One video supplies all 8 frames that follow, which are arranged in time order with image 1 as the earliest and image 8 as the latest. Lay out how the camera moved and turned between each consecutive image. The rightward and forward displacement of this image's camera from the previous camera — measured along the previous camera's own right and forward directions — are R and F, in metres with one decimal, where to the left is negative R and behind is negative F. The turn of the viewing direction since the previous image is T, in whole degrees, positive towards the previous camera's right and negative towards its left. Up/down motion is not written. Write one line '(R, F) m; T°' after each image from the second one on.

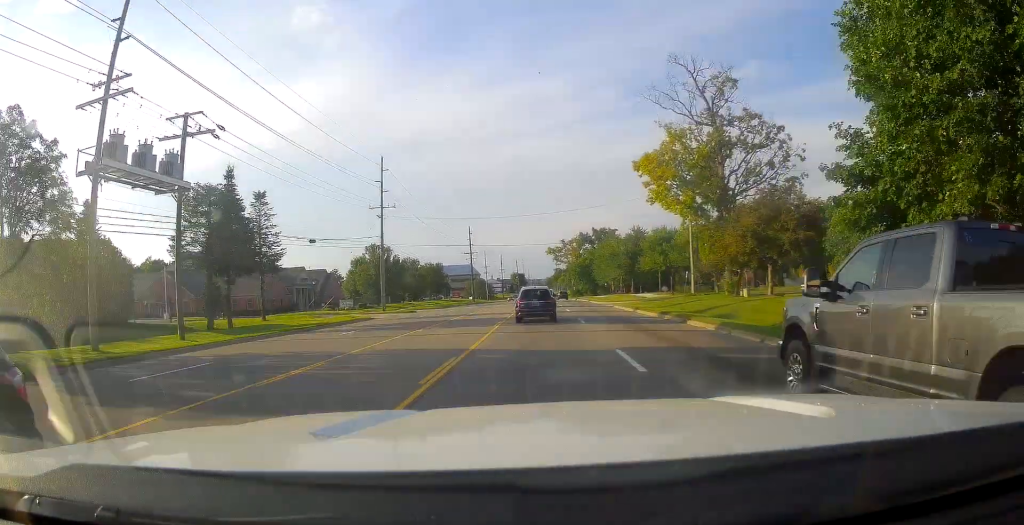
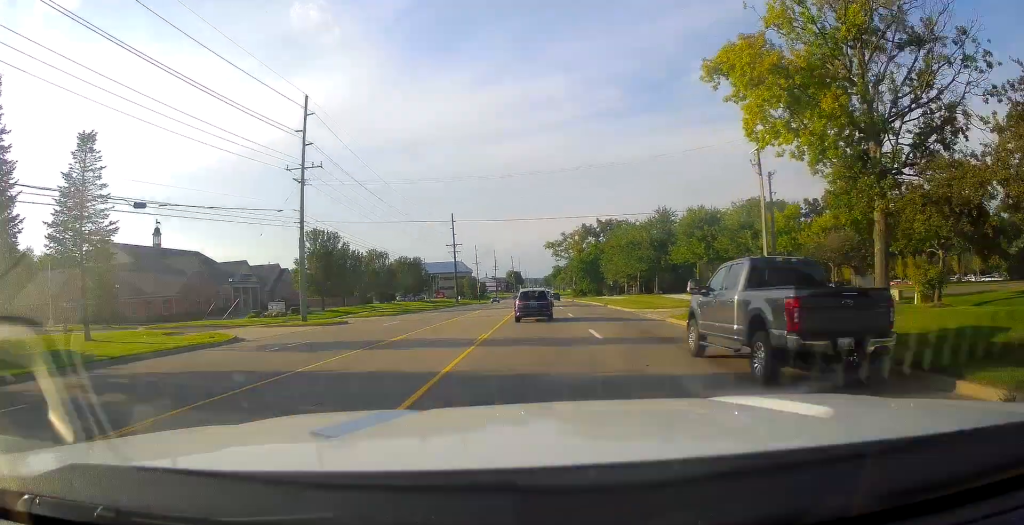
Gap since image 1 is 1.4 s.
(-0.1, +22.3) m; -2°
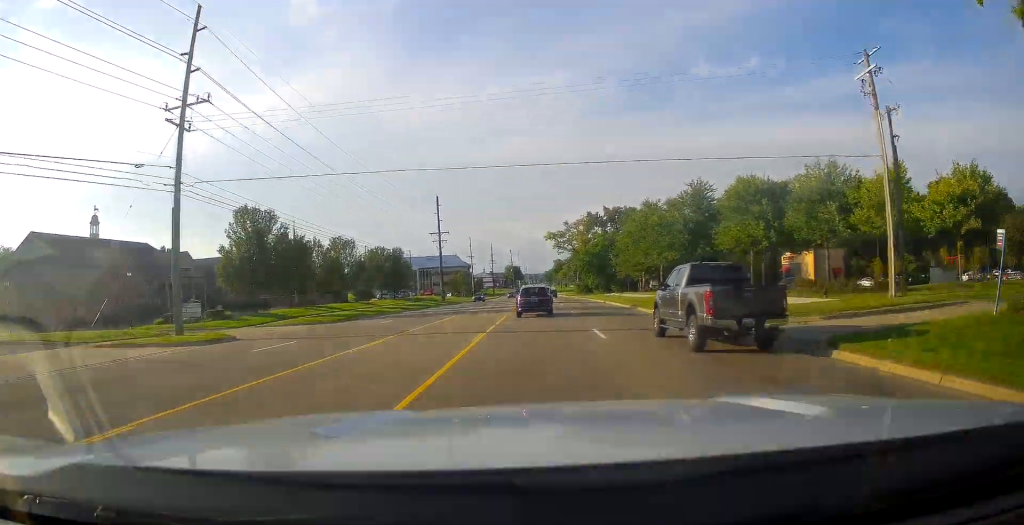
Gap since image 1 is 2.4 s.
(-0.2, +16.7) m; 0°
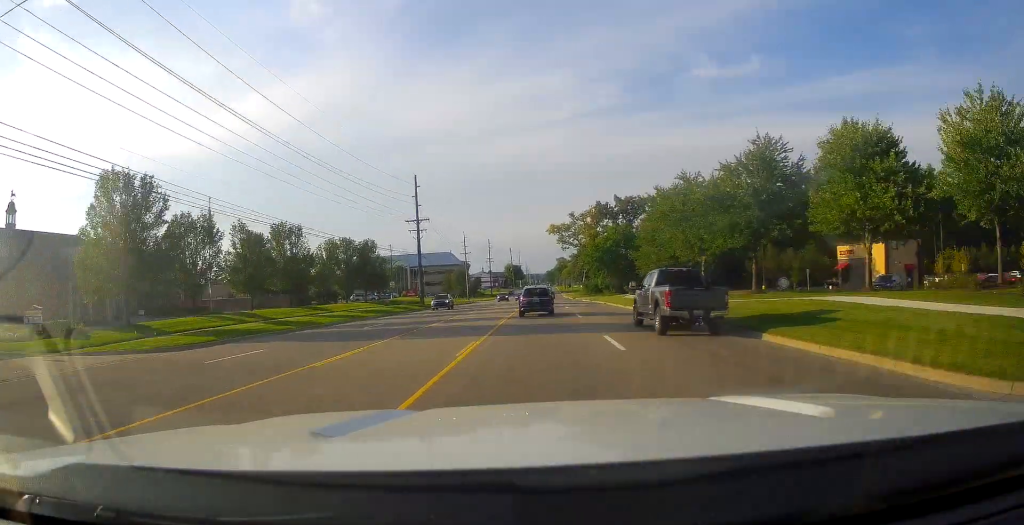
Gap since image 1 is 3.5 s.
(+0.1, +17.9) m; 0°
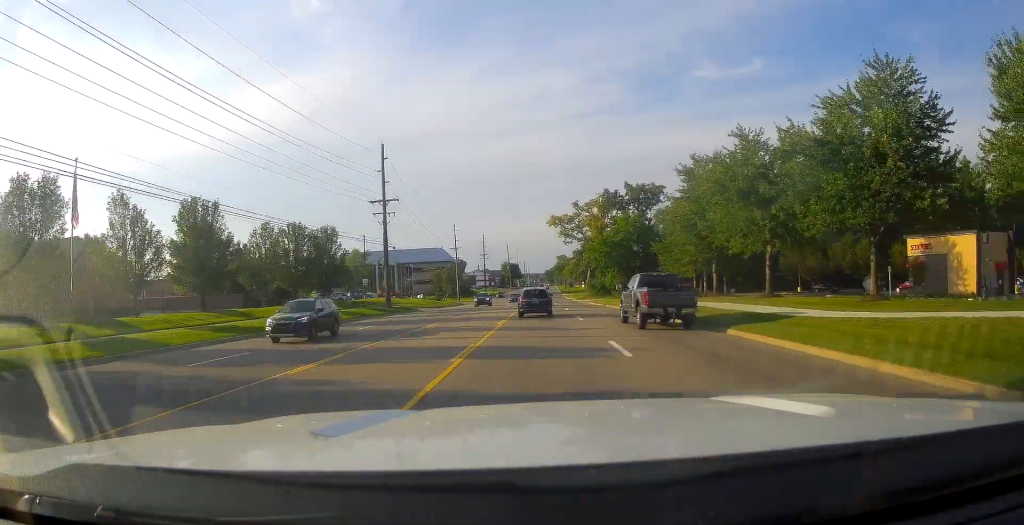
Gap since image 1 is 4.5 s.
(0.0, +16.1) m; +1°
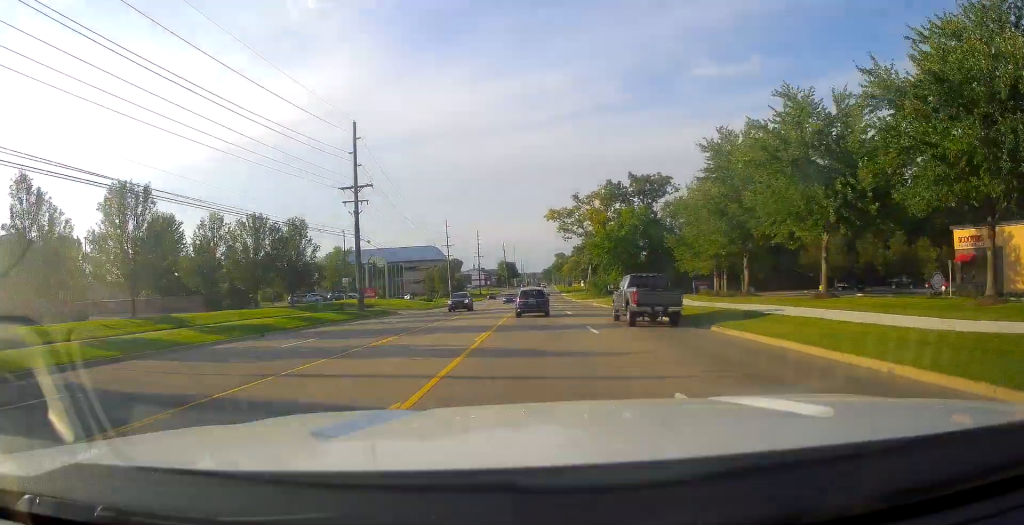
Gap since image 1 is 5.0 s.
(+0.3, +8.5) m; +1°
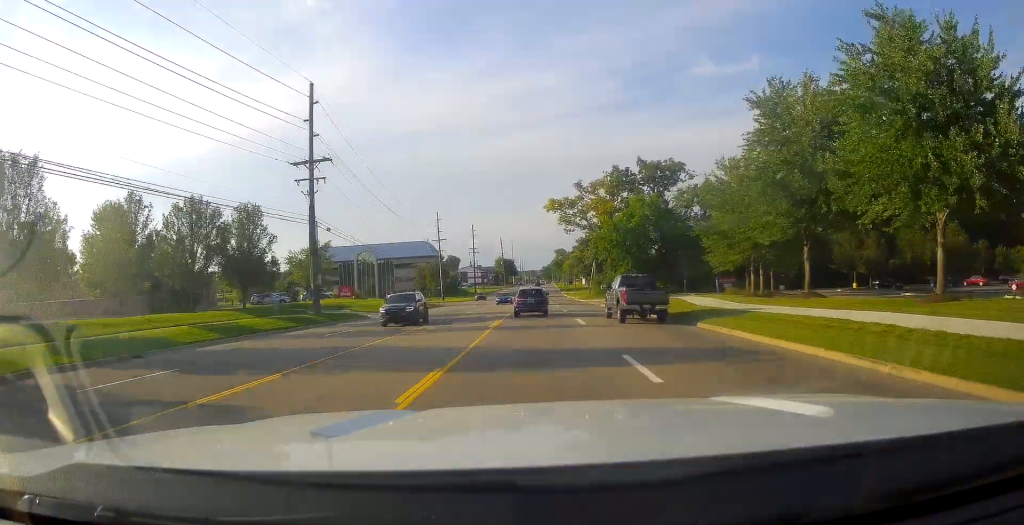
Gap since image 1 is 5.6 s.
(-0.2, +10.3) m; 0°
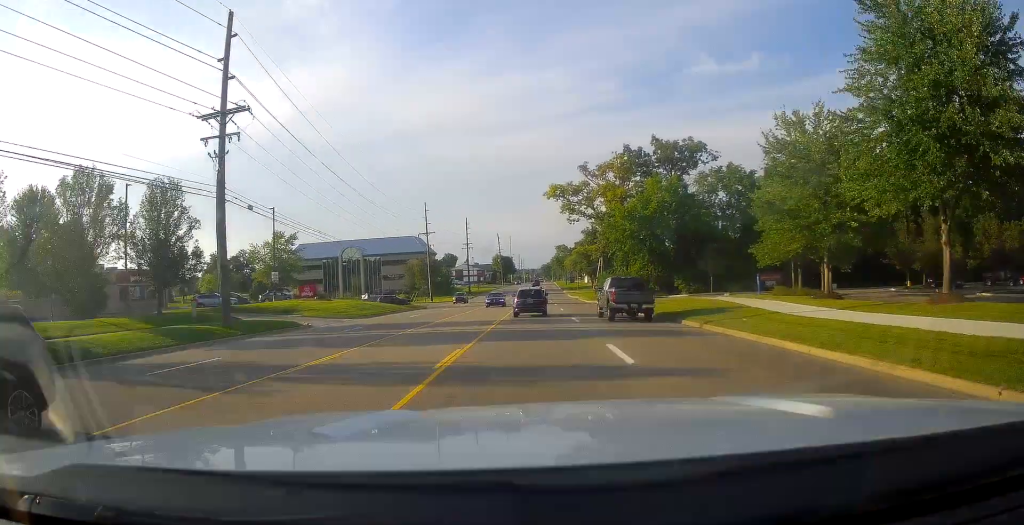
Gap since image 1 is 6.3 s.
(0.0, +12.7) m; 0°
